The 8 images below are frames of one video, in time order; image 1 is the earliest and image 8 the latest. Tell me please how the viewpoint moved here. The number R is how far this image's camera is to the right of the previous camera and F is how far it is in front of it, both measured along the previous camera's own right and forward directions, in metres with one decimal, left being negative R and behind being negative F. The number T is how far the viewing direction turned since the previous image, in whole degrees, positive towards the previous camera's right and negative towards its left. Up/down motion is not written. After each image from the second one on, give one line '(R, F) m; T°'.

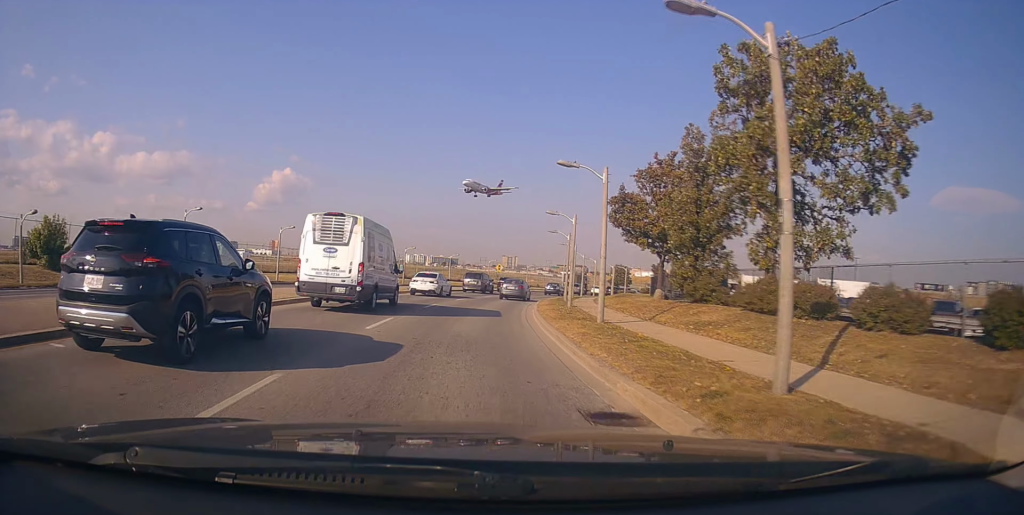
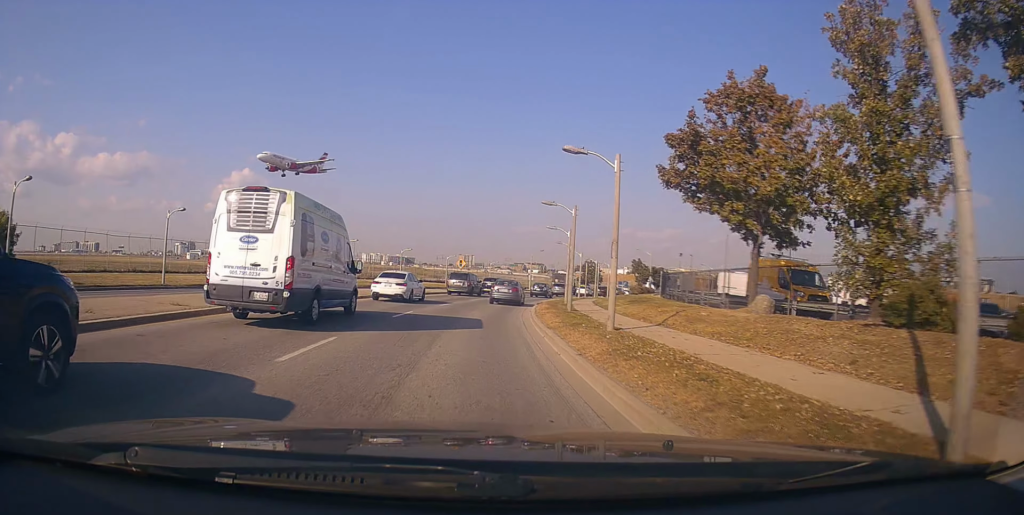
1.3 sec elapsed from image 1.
(+1.0, +14.1) m; +6°
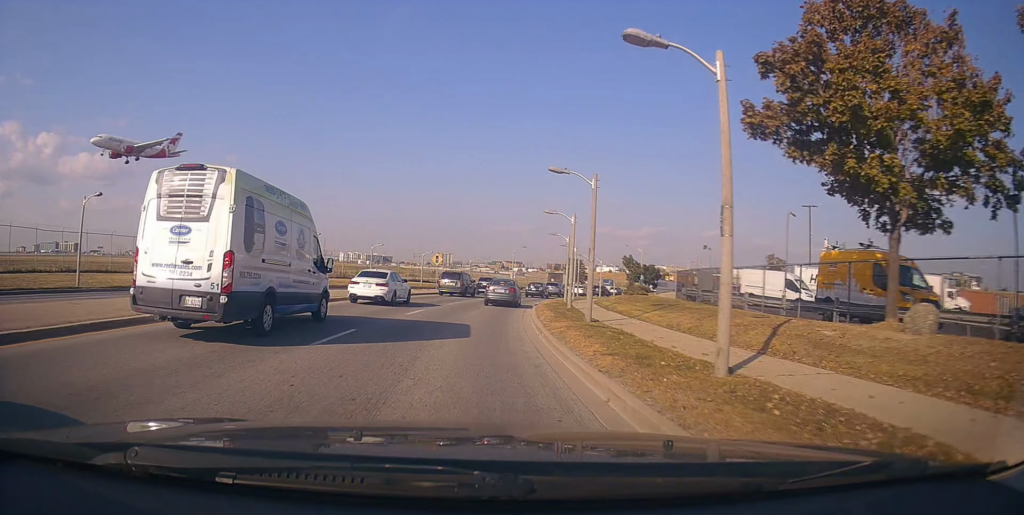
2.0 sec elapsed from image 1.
(-0.1, +7.5) m; +1°
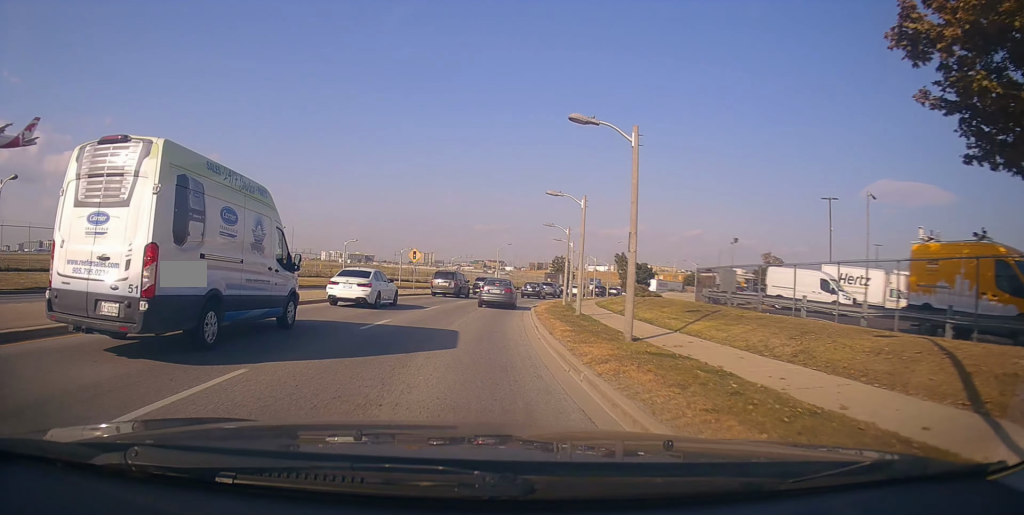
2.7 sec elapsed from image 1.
(0.0, +5.9) m; +1°
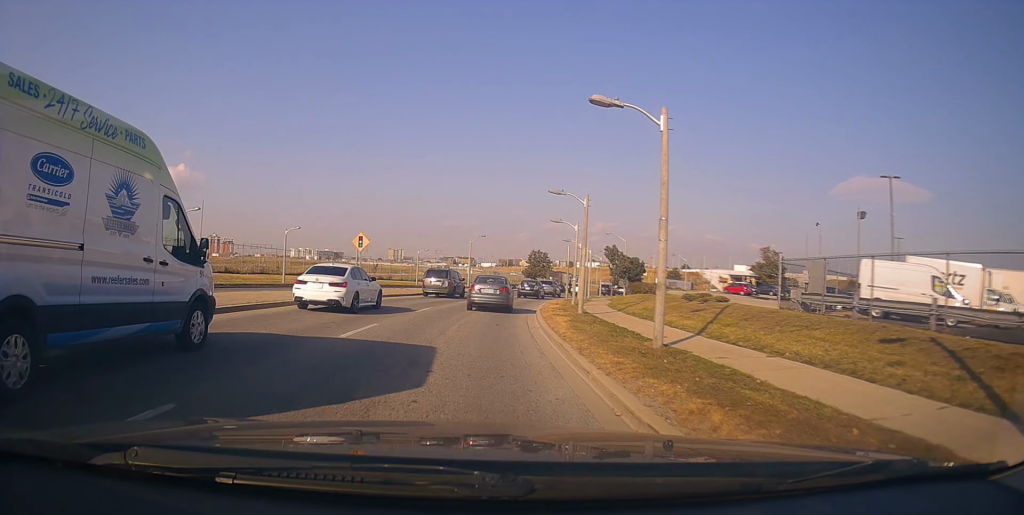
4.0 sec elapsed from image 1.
(+0.1, +11.4) m; +4°
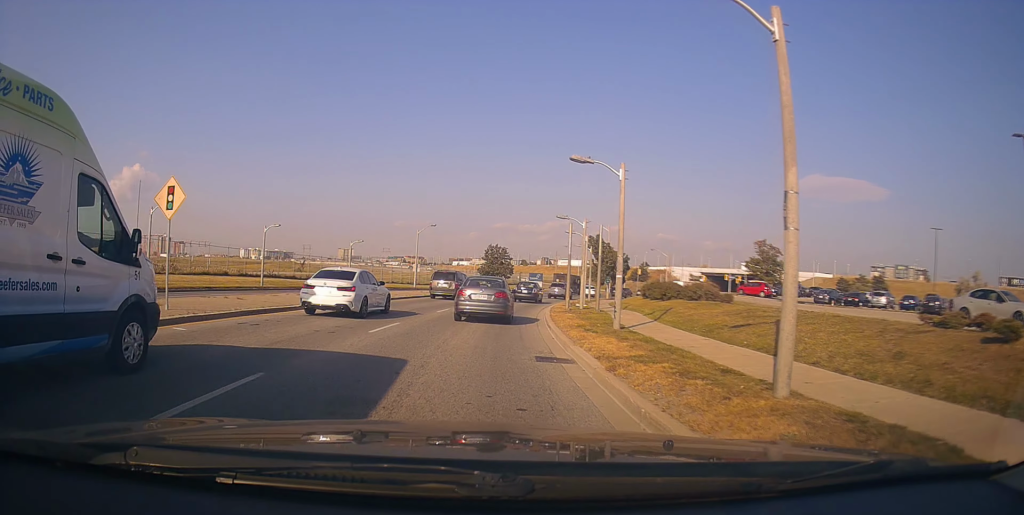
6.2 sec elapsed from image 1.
(+1.8, +16.4) m; +7°
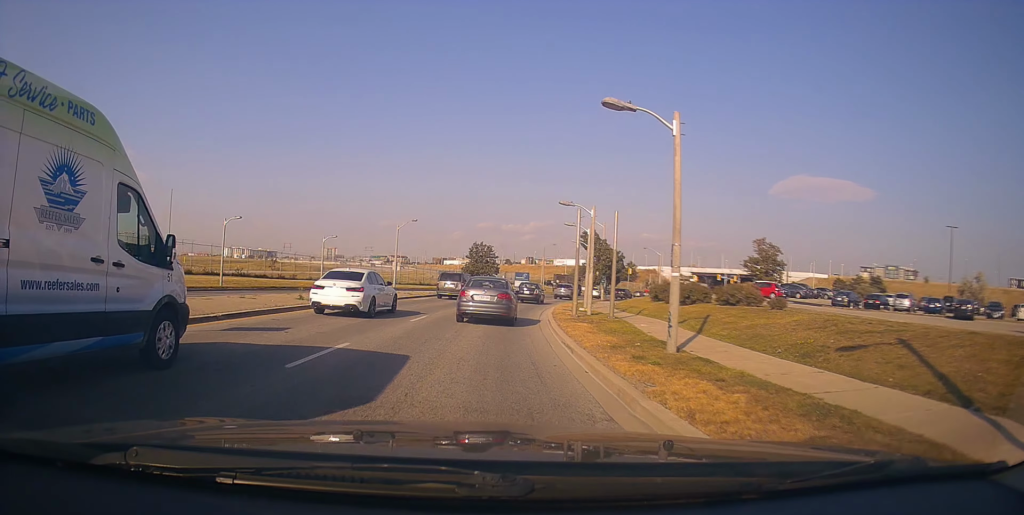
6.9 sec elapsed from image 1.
(-0.2, +5.2) m; 0°
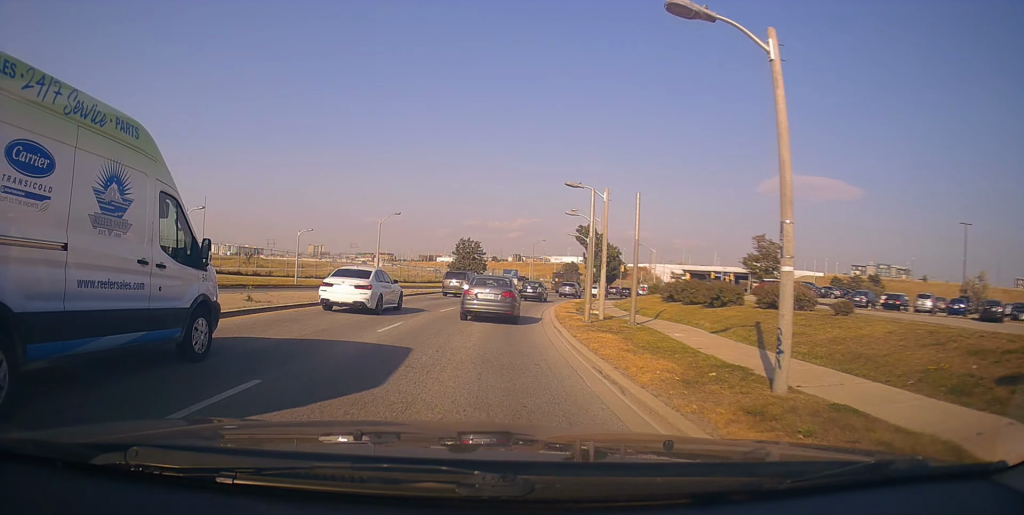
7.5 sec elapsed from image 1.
(-0.1, +4.2) m; +1°
